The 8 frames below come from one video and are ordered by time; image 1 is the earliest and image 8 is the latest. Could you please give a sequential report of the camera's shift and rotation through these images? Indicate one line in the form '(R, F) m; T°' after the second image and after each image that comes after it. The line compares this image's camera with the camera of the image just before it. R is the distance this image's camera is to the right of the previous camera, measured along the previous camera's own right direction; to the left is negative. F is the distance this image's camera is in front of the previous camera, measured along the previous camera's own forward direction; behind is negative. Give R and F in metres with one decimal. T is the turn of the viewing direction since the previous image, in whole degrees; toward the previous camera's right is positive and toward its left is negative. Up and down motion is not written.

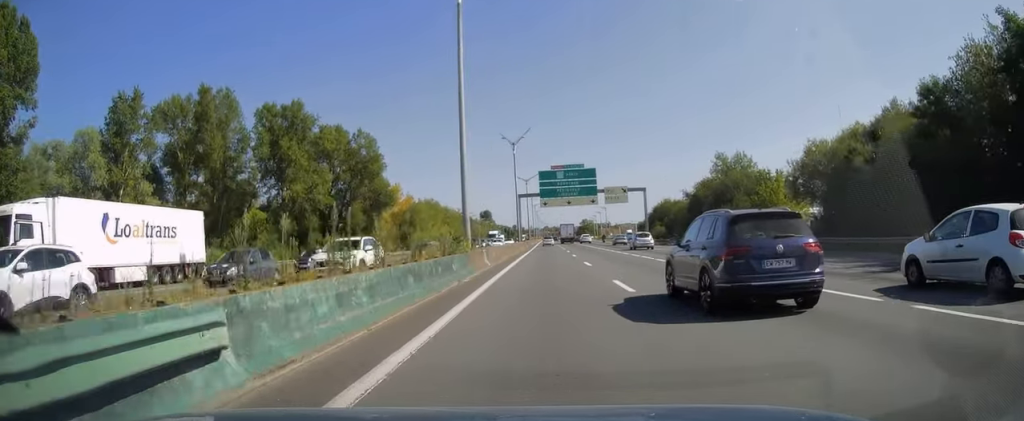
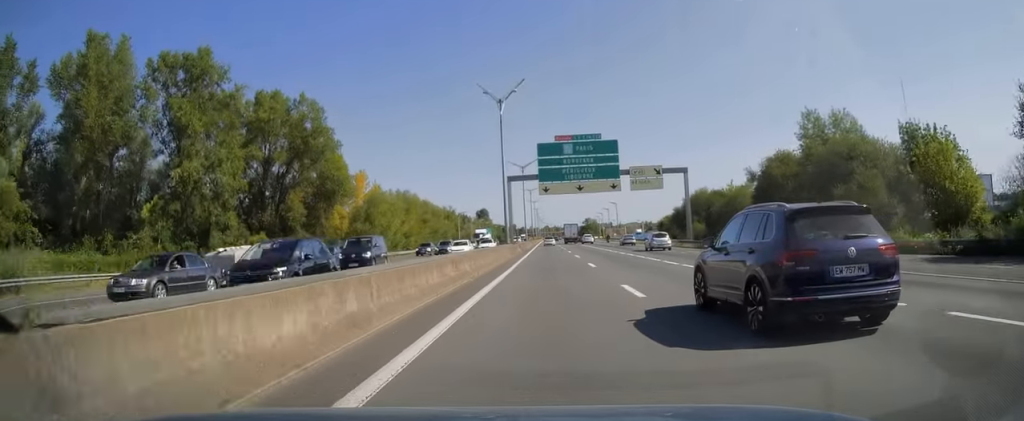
(0.0, +26.8) m; 0°
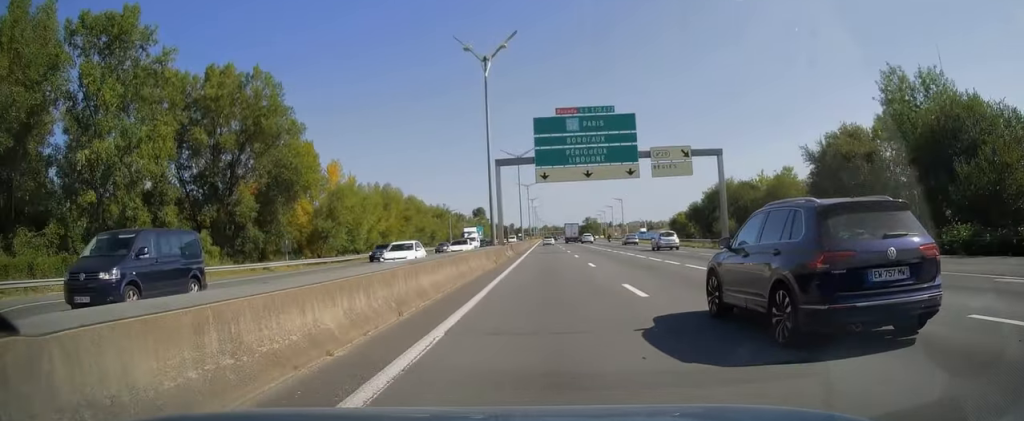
(0.0, +13.6) m; 0°
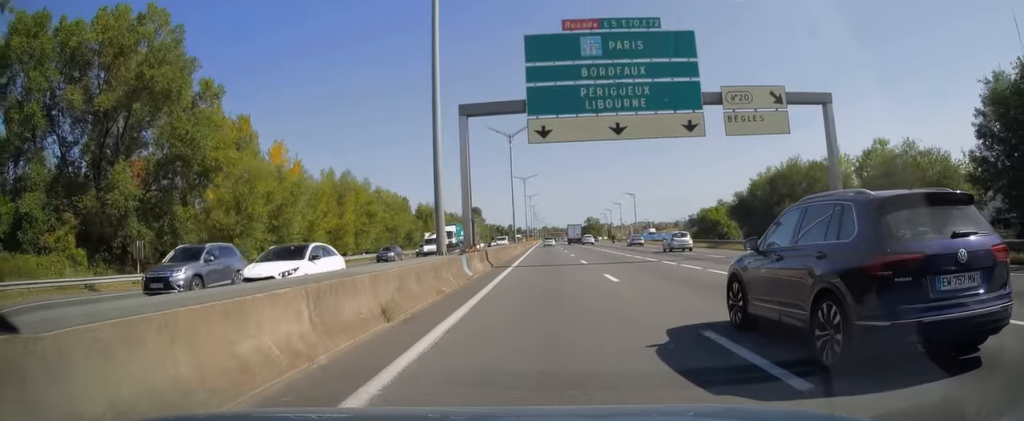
(0.0, +21.3) m; 0°
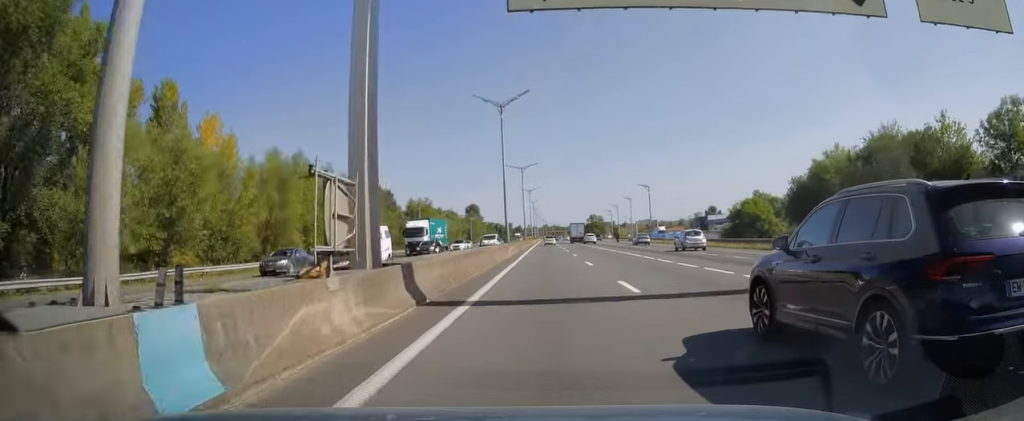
(0.0, +17.0) m; 0°
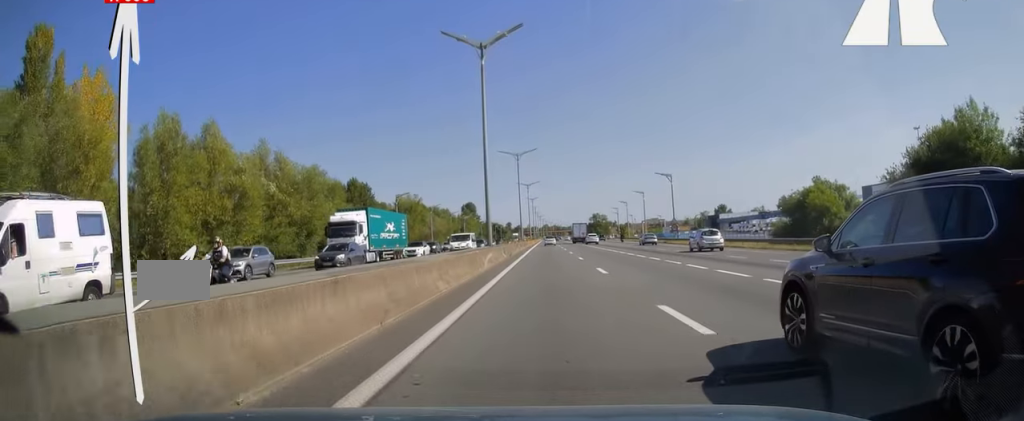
(0.0, +19.2) m; 0°
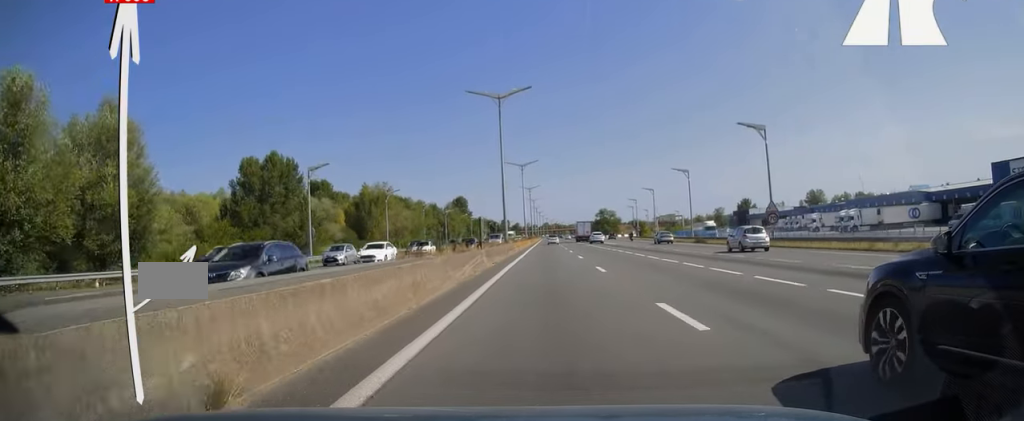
(0.0, +39.1) m; 0°
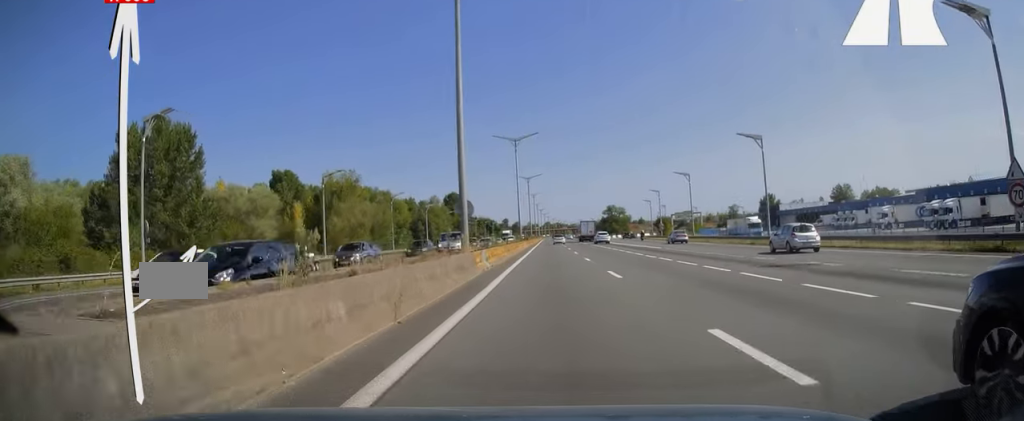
(0.0, +29.2) m; 0°
